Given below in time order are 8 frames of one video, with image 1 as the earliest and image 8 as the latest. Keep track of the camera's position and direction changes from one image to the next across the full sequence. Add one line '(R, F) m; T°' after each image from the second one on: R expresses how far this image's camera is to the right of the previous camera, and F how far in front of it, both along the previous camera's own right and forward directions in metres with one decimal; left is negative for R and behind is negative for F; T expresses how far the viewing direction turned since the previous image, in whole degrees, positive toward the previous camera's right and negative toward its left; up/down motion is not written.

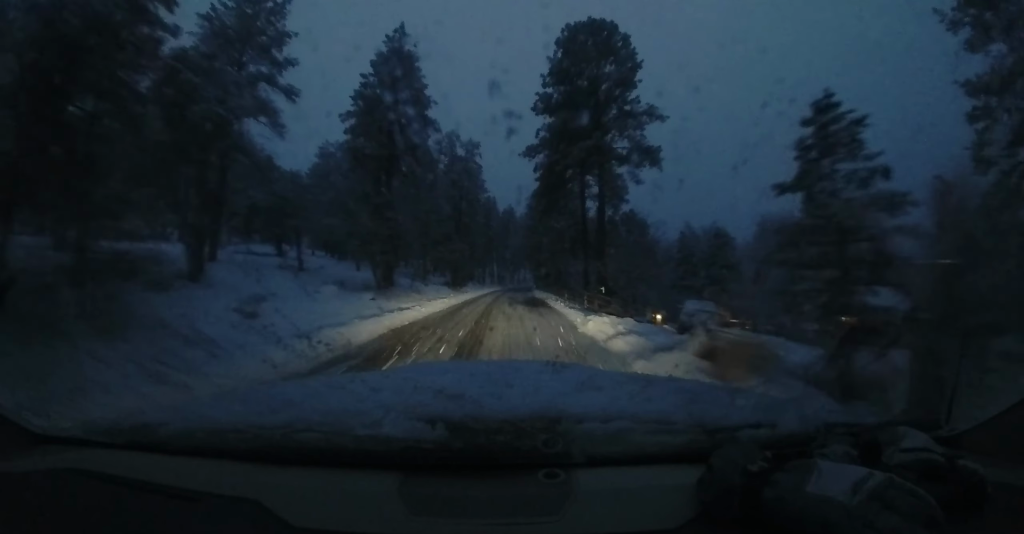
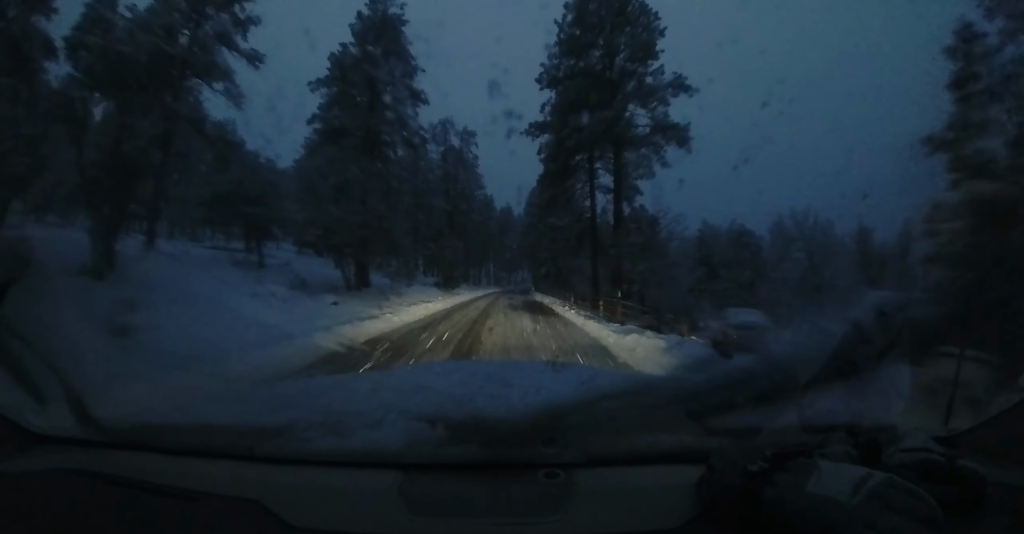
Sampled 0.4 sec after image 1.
(+0.1, +4.4) m; +1°
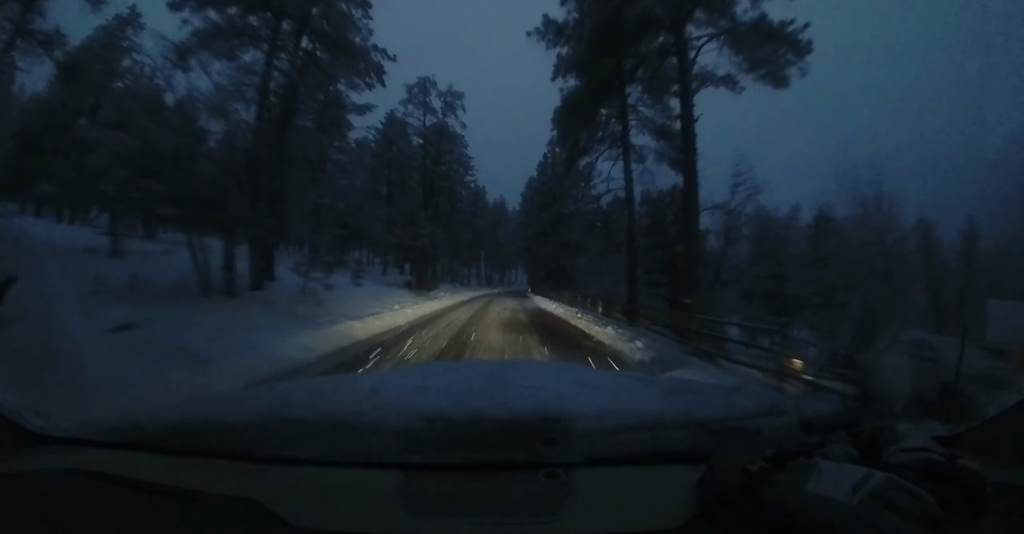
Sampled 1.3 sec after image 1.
(+0.1, +9.2) m; -1°
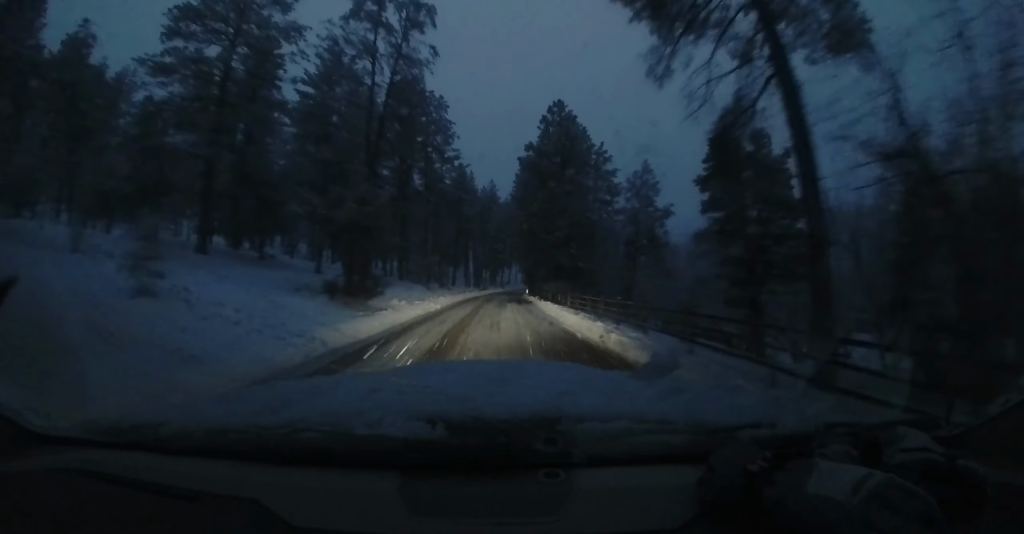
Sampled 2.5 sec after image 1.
(-0.4, +12.2) m; 0°
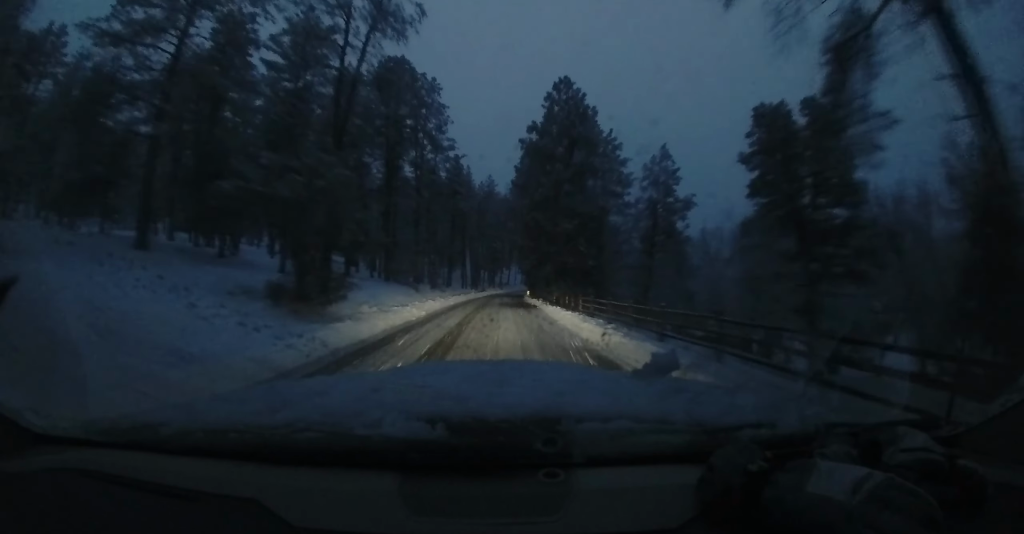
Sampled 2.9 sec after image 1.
(+0.1, +4.4) m; +1°
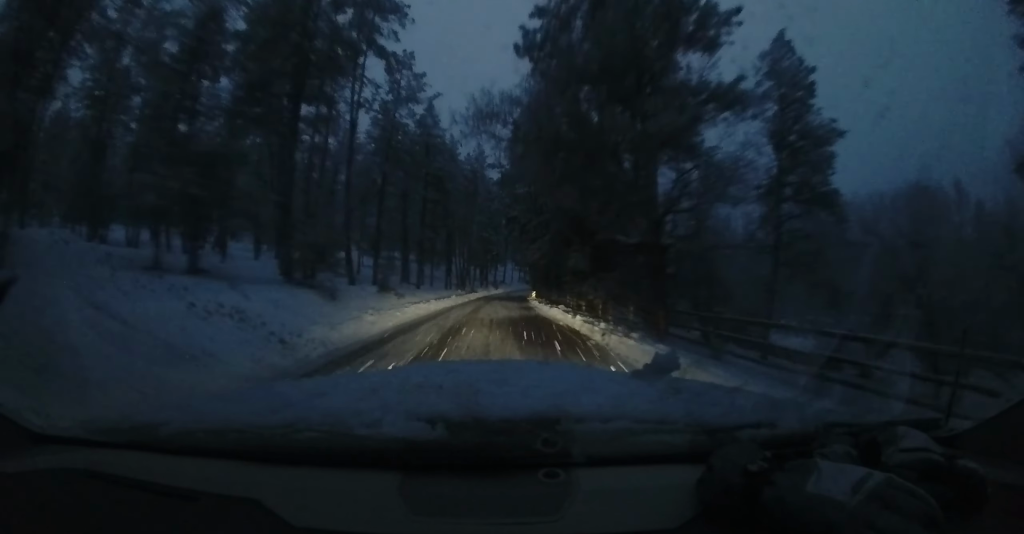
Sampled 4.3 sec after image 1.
(+0.5, +15.0) m; +2°
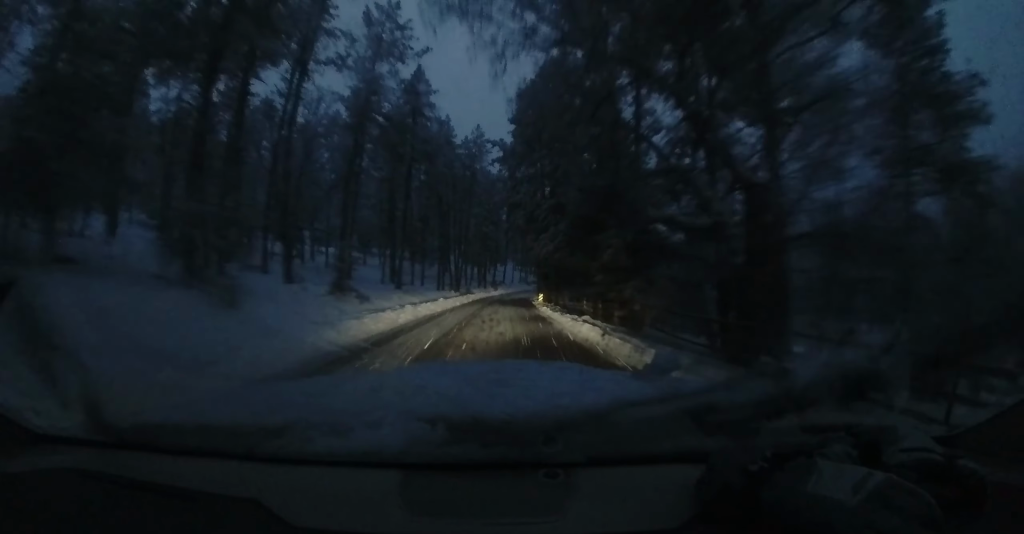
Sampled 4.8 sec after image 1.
(0.0, +6.3) m; 0°
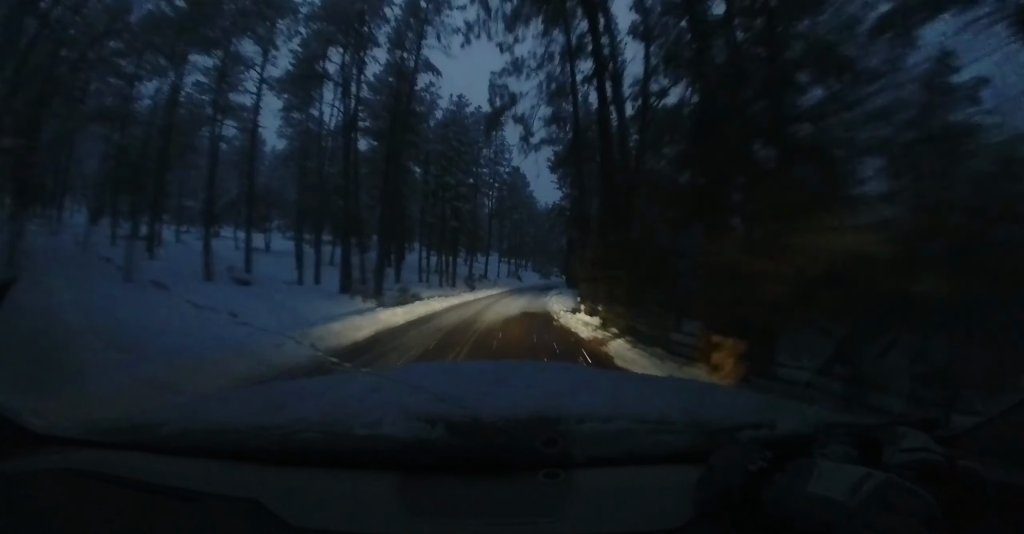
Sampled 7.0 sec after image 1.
(-0.2, +25.9) m; 0°
